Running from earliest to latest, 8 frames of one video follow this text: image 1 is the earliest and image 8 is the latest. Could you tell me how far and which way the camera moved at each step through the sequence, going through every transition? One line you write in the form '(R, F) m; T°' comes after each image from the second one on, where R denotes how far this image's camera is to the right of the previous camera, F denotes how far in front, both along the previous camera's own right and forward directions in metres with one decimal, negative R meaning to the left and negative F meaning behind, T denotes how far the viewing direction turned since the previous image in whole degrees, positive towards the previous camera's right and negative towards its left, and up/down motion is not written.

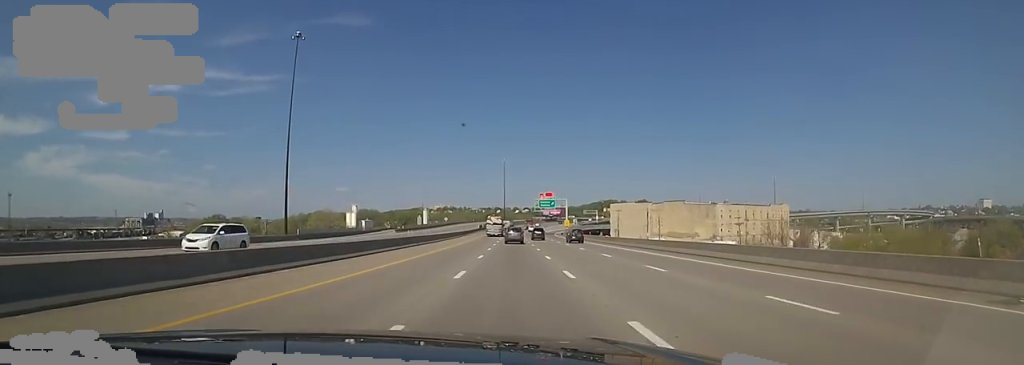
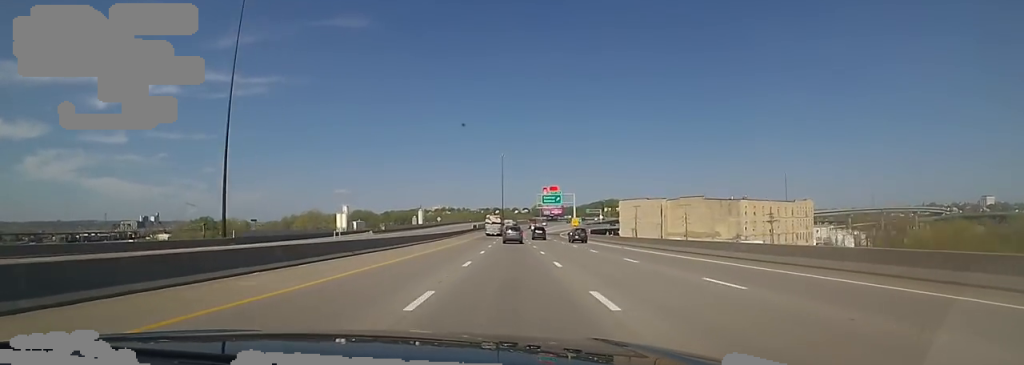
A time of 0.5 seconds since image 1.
(0.0, +16.5) m; 0°
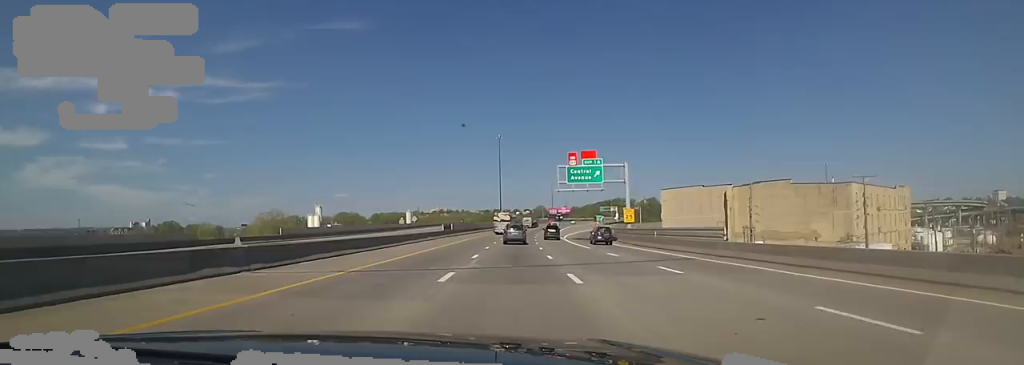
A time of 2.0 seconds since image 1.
(0.0, +45.1) m; 0°
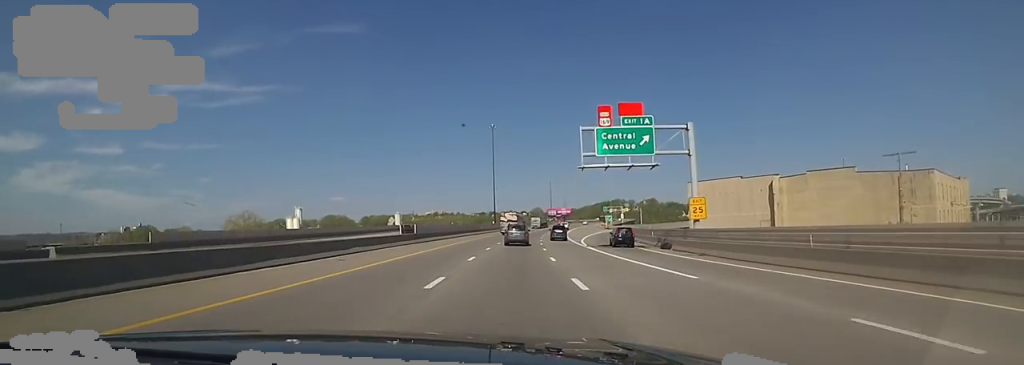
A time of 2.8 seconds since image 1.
(0.0, +21.5) m; 0°
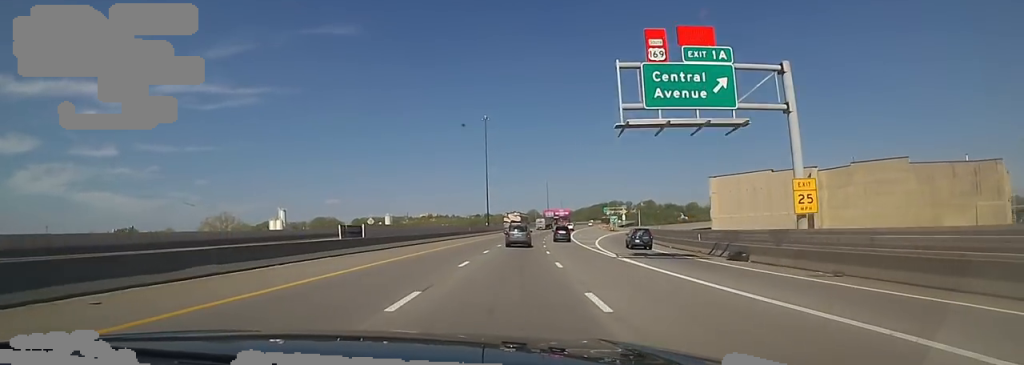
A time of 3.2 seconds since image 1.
(0.0, +13.2) m; +1°
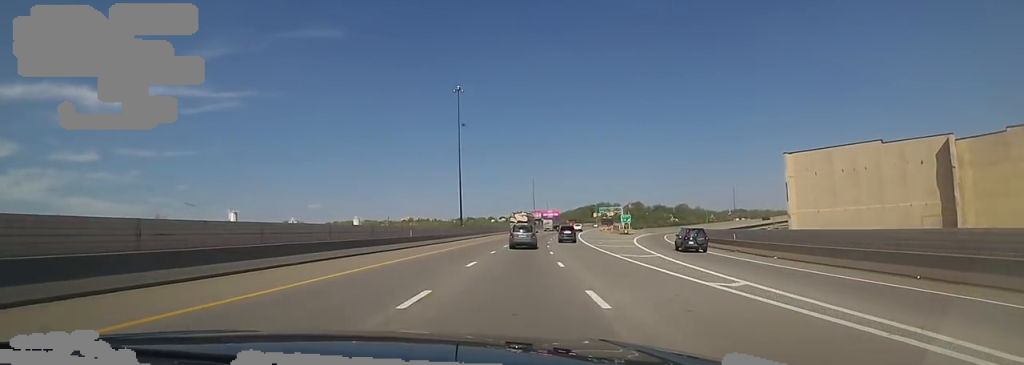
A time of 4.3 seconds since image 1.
(+0.8, +29.7) m; +3°
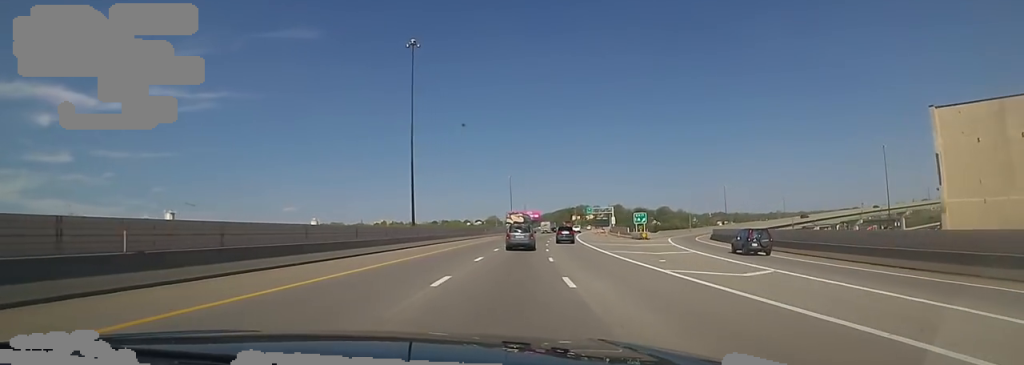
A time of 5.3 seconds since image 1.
(+0.7, +26.1) m; +2°
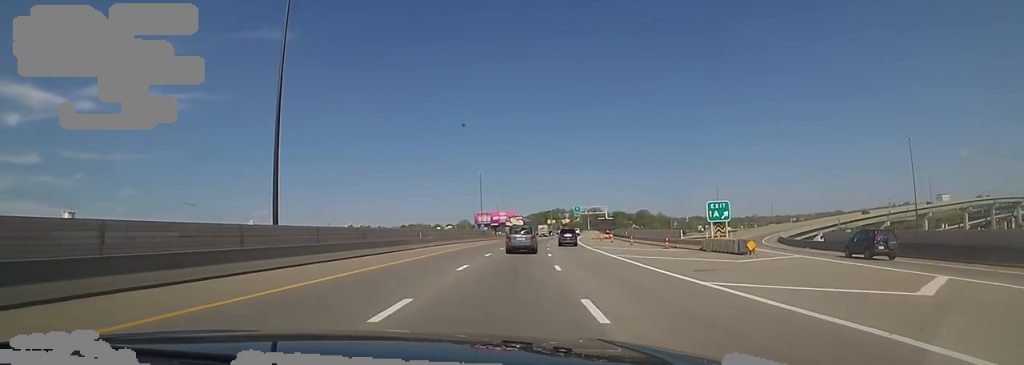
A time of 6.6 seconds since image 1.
(+0.3, +34.9) m; +3°
